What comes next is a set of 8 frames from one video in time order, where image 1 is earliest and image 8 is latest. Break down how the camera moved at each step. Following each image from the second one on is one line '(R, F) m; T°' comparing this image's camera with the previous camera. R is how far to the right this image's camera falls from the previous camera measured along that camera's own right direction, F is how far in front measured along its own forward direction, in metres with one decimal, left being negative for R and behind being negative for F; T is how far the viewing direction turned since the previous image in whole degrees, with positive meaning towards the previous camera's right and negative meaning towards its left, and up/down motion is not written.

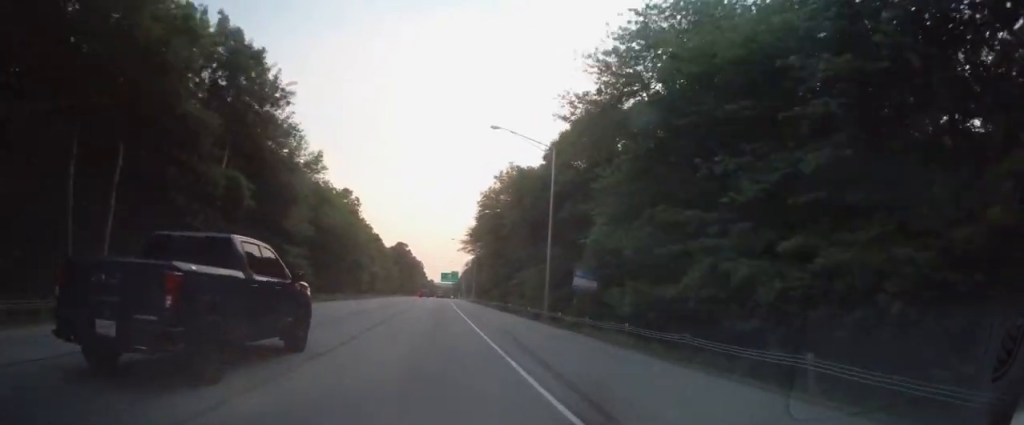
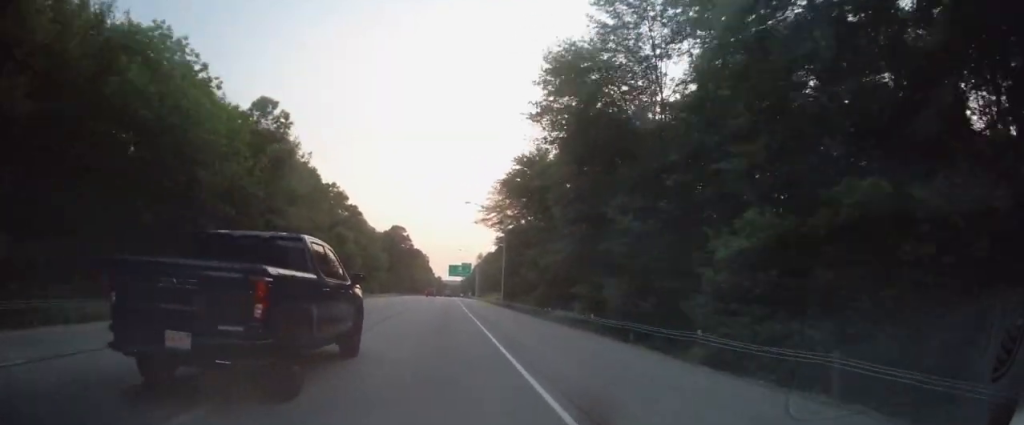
(-0.1, +42.7) m; -1°
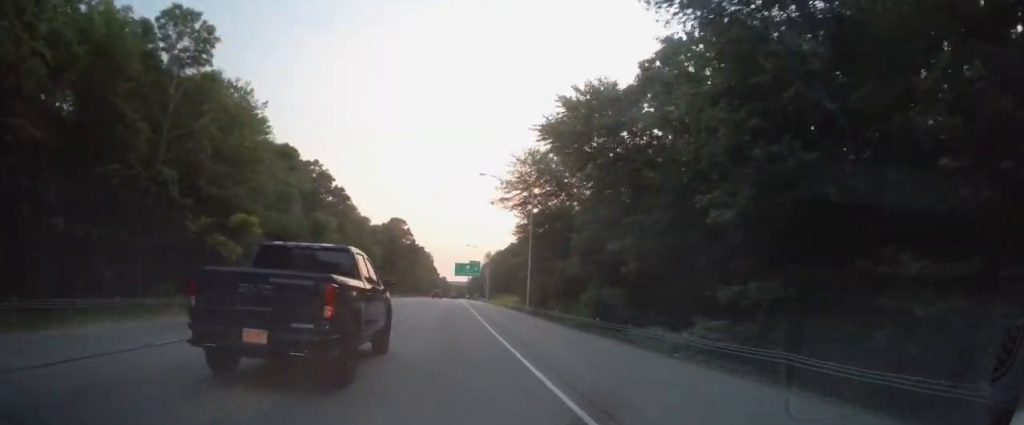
(-0.1, +18.2) m; 0°
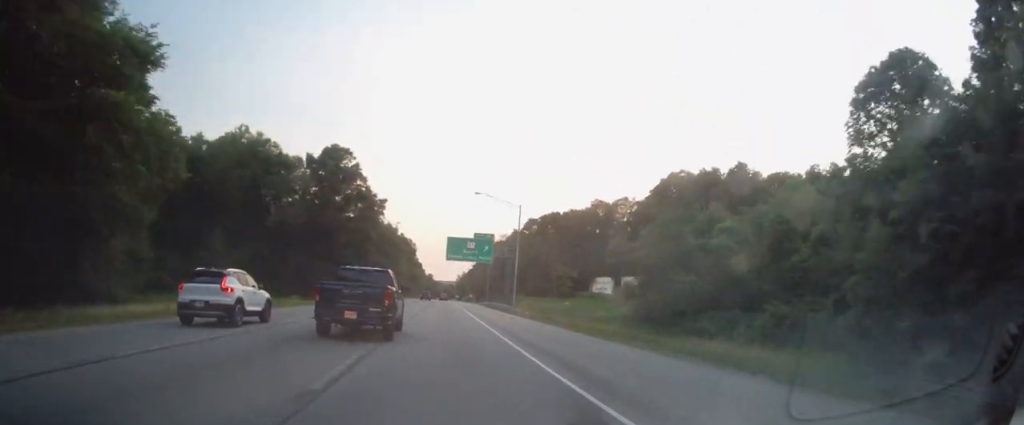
(+0.2, +65.2) m; +1°
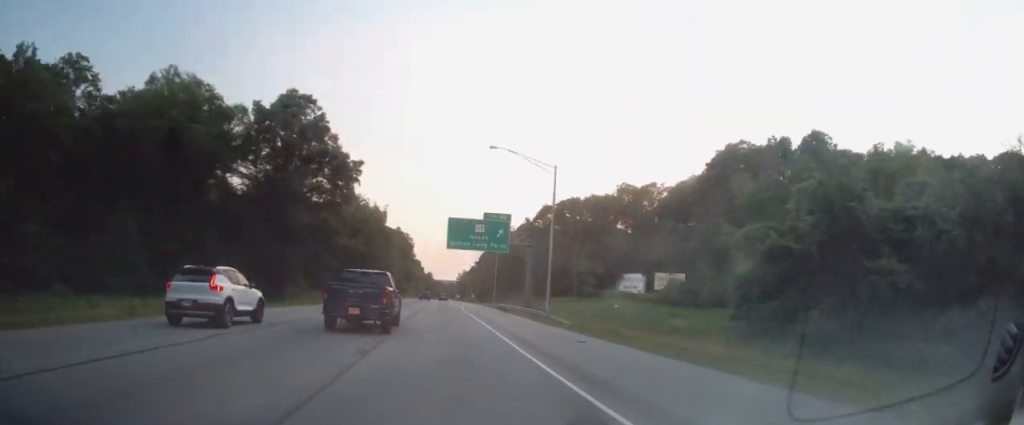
(+0.4, +18.1) m; 0°
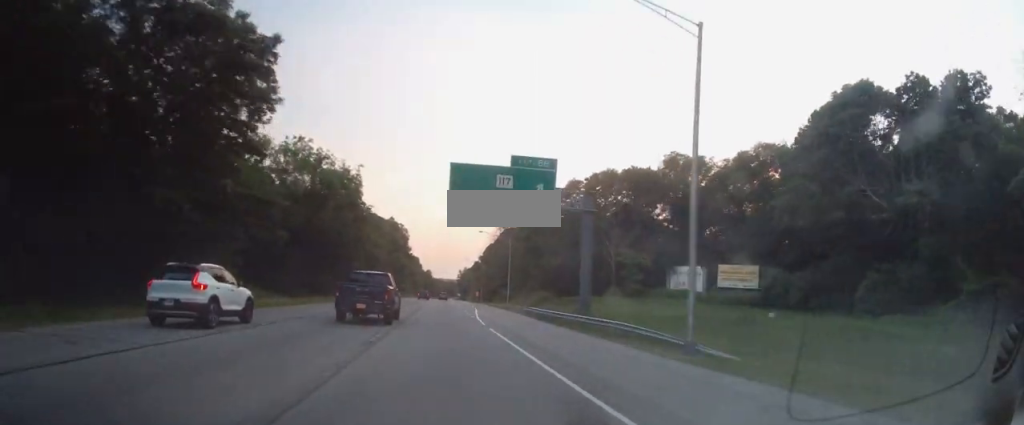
(0.0, +23.8) m; 0°
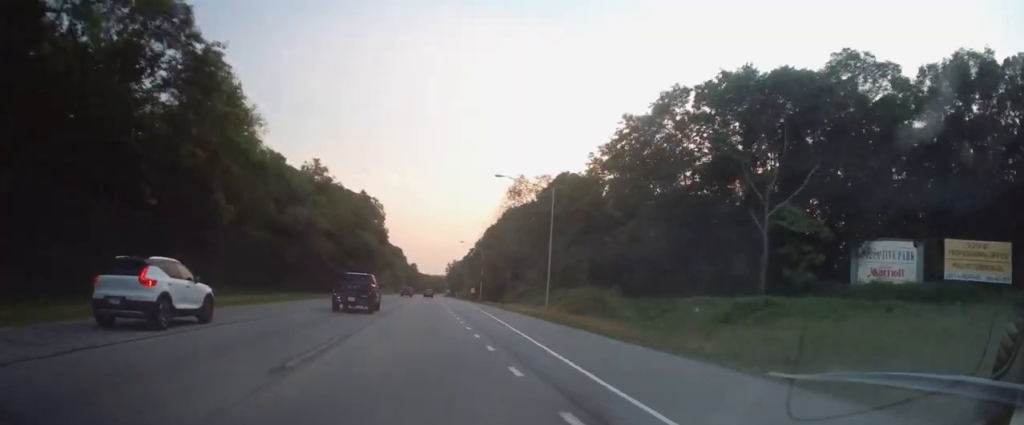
(0.0, +40.7) m; +1°
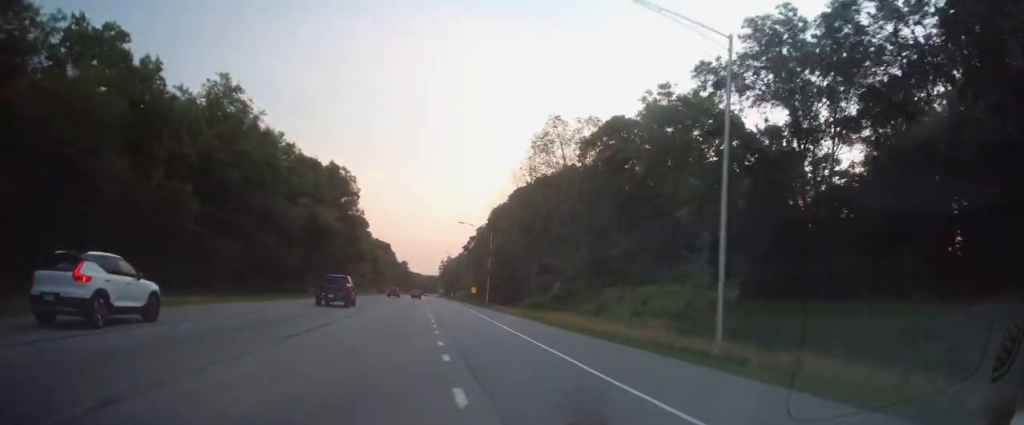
(+0.4, +30.8) m; +1°
